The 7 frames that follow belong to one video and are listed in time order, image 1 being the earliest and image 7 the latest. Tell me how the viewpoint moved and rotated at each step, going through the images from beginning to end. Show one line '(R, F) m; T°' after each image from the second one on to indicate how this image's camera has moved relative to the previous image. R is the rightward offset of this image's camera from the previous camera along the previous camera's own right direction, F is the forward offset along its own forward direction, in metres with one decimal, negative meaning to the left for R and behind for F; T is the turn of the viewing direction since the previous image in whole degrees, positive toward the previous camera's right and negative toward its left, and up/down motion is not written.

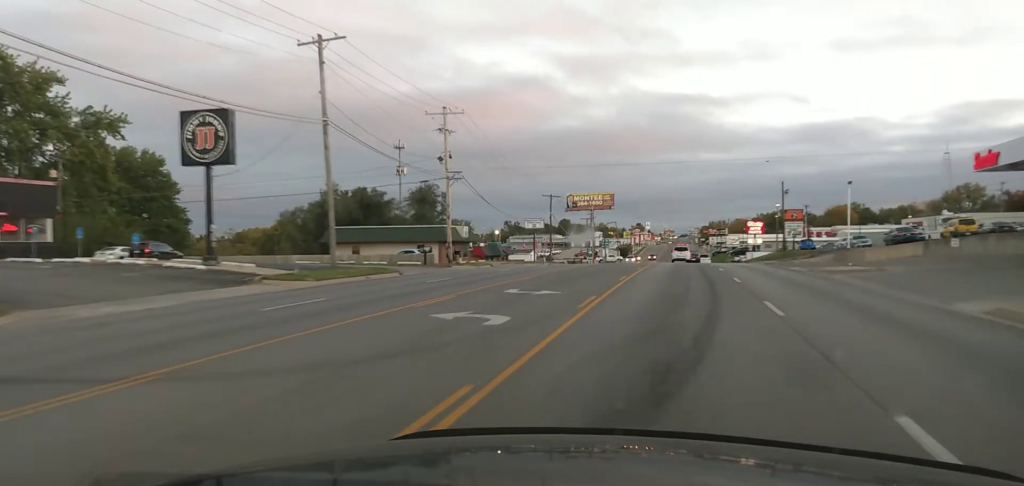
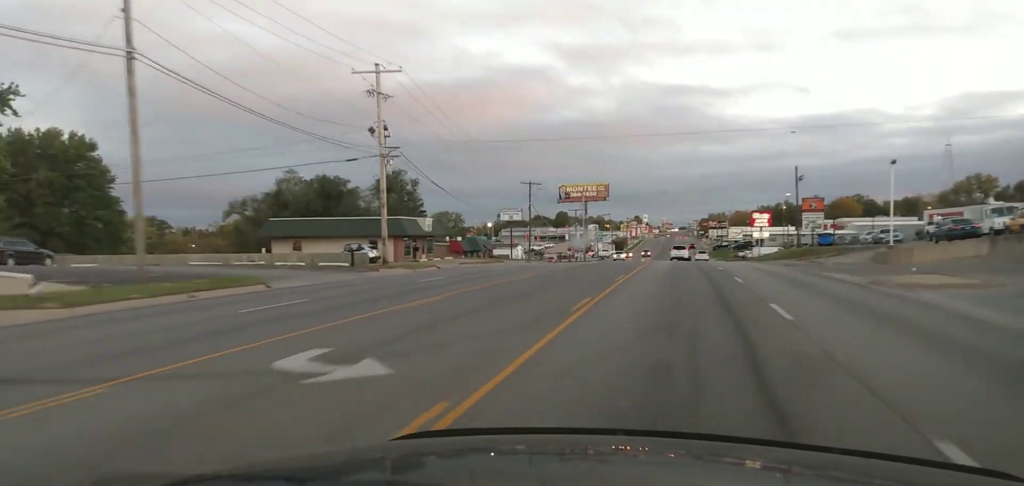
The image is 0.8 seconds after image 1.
(-0.1, +12.6) m; 0°
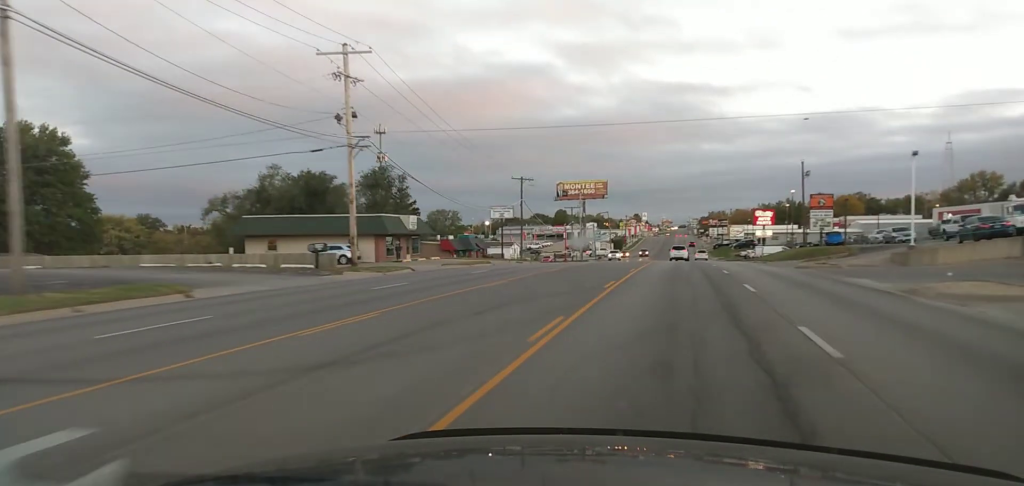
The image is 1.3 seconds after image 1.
(0.0, +6.3) m; 0°
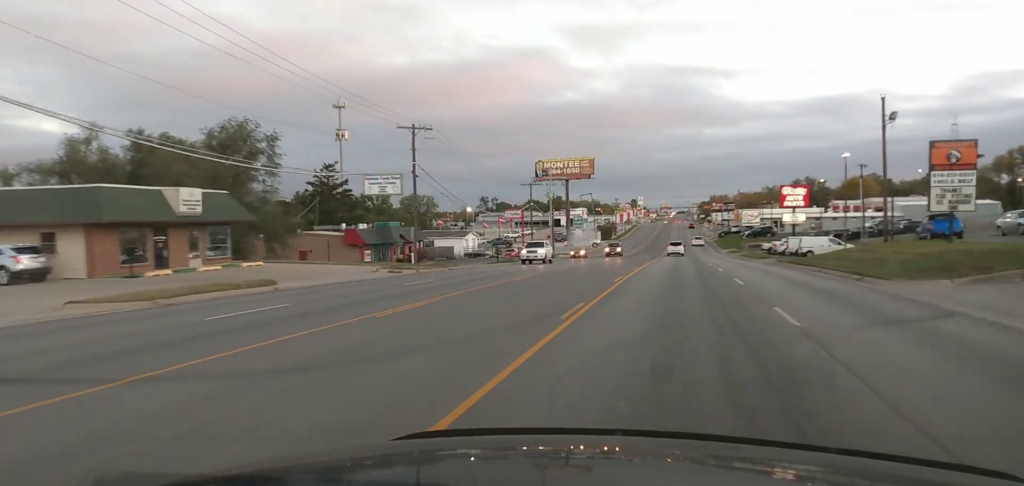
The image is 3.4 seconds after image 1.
(+0.7, +31.9) m; +1°
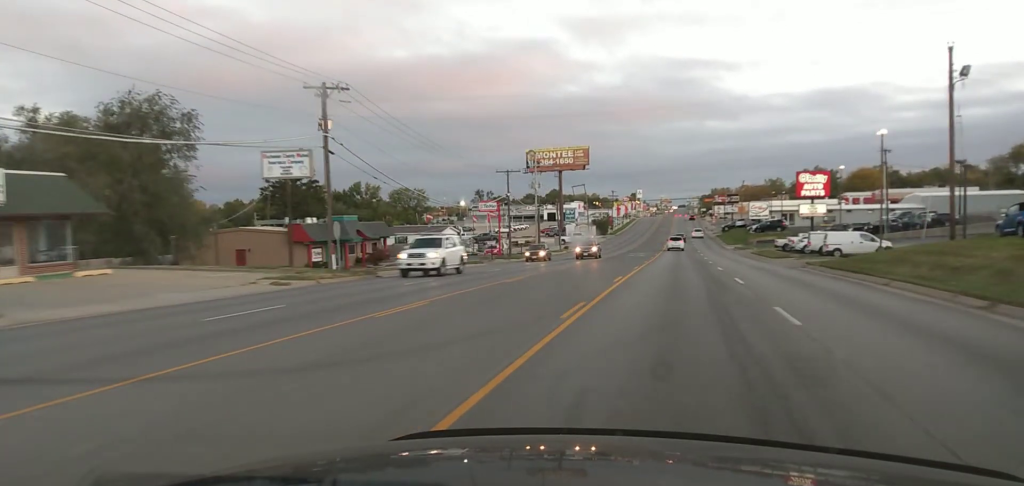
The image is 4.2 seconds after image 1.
(0.0, +12.9) m; -1°
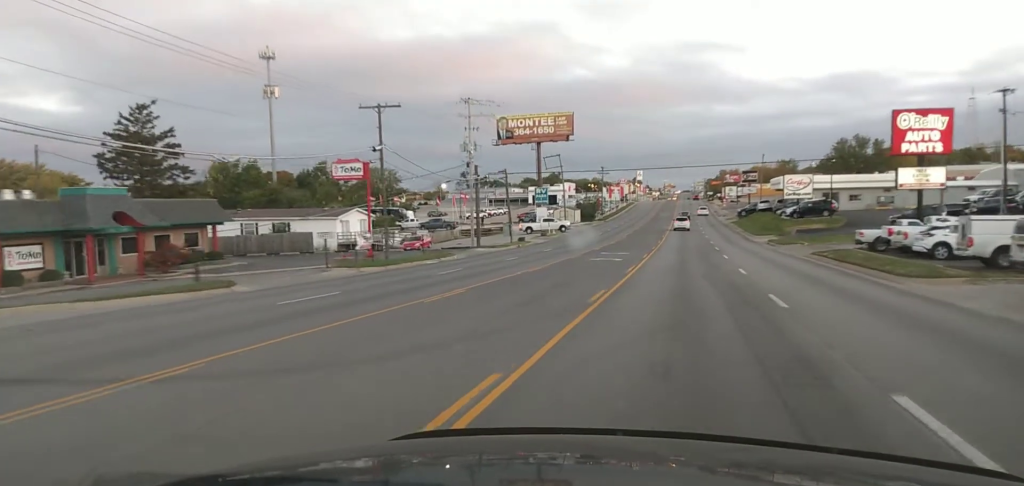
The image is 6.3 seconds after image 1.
(+0.3, +32.4) m; +2°
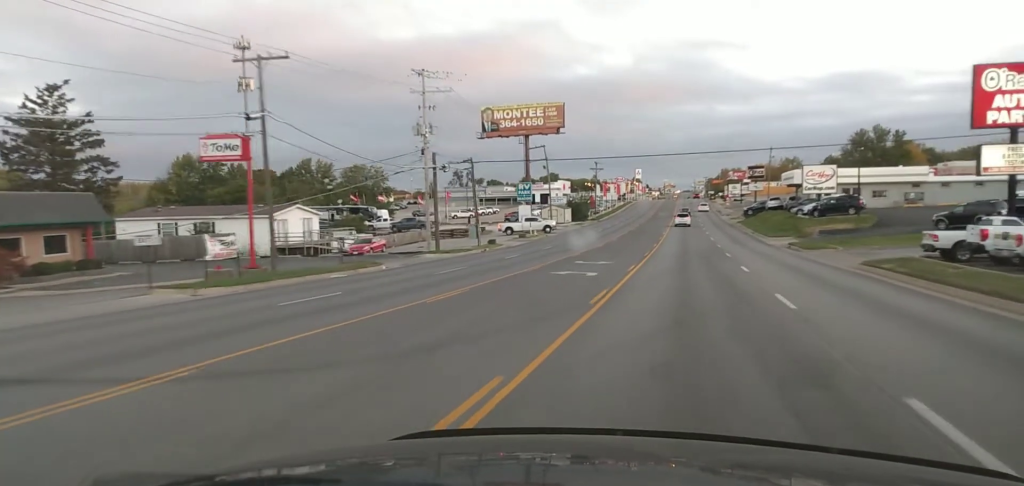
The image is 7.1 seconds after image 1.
(+0.2, +12.2) m; 0°
